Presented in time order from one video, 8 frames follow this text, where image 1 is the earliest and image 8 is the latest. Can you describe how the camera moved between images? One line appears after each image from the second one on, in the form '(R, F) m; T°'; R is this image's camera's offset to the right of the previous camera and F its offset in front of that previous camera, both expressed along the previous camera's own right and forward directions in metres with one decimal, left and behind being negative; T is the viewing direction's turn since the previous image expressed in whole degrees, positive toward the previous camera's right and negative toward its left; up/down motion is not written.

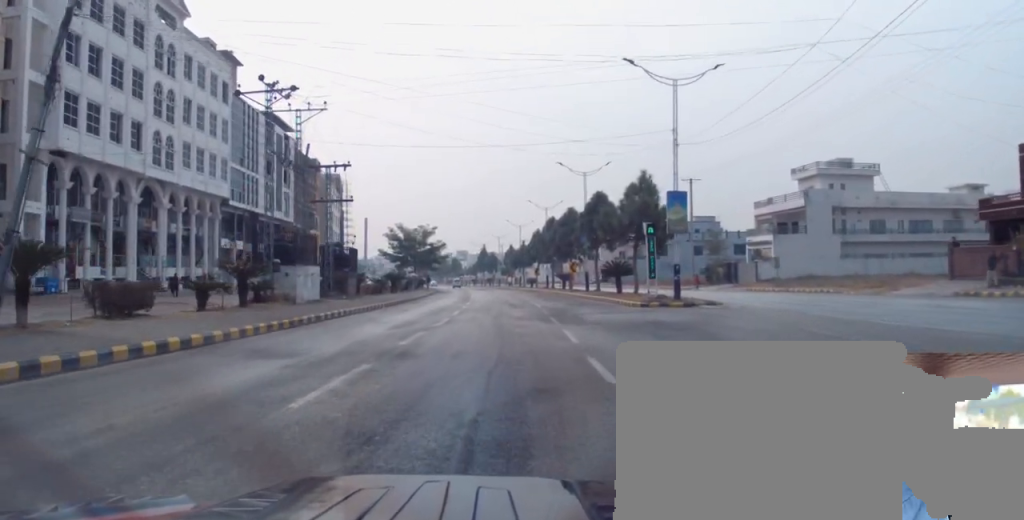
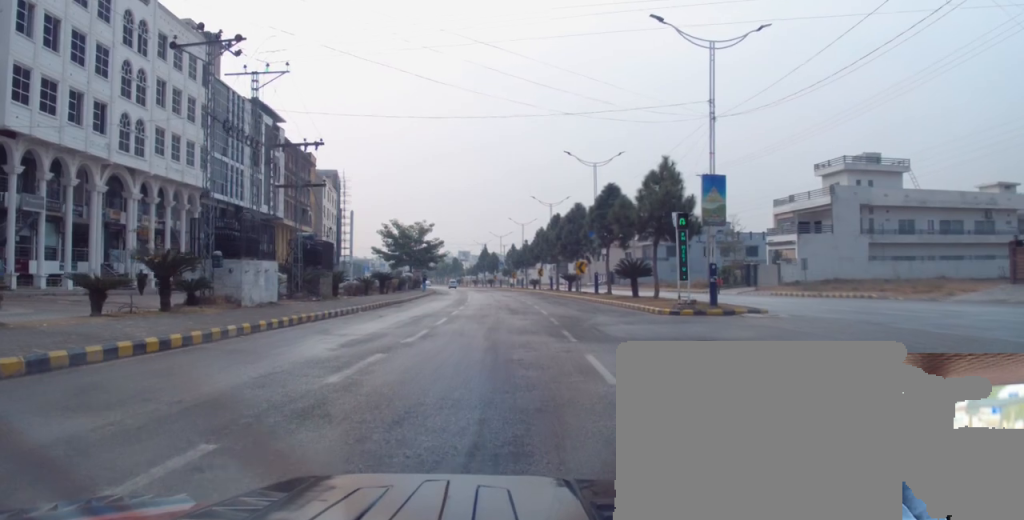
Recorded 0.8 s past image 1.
(-0.4, +5.8) m; 0°
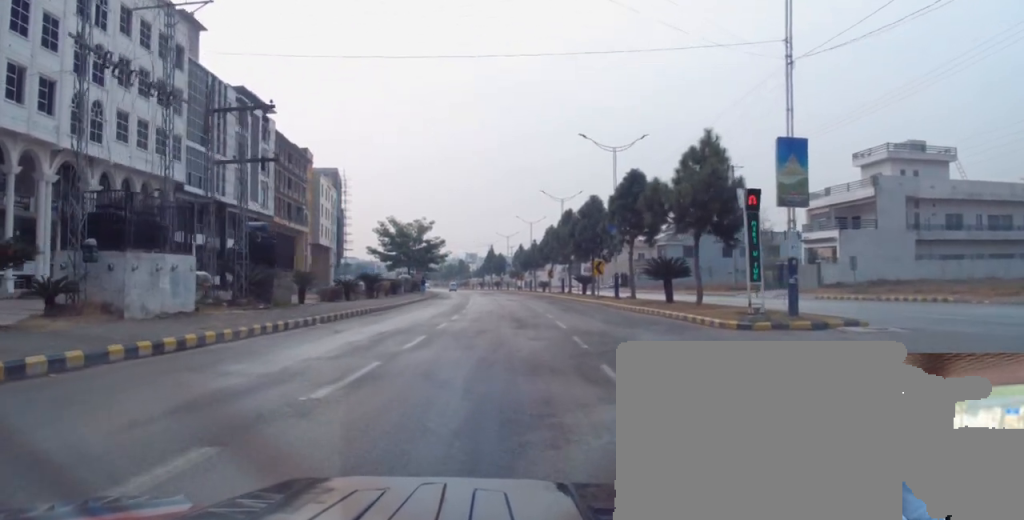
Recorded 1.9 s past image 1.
(+0.4, +7.3) m; +1°
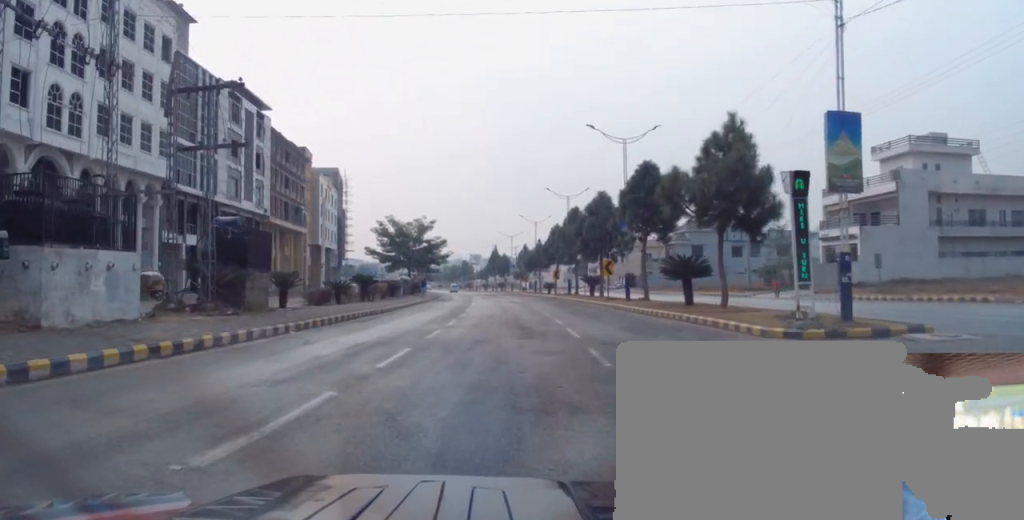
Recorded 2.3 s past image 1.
(-0.1, +3.2) m; 0°
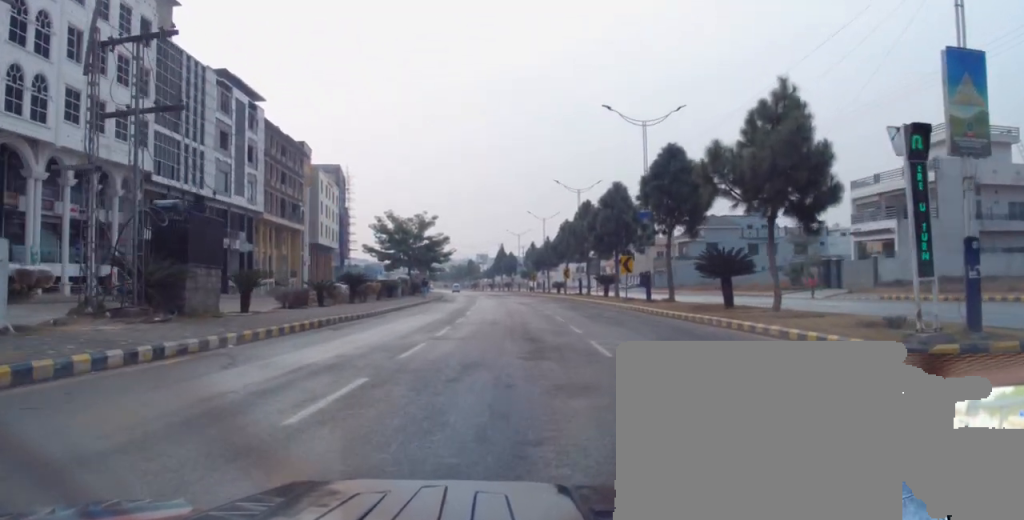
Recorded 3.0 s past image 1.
(-0.2, +4.8) m; 0°
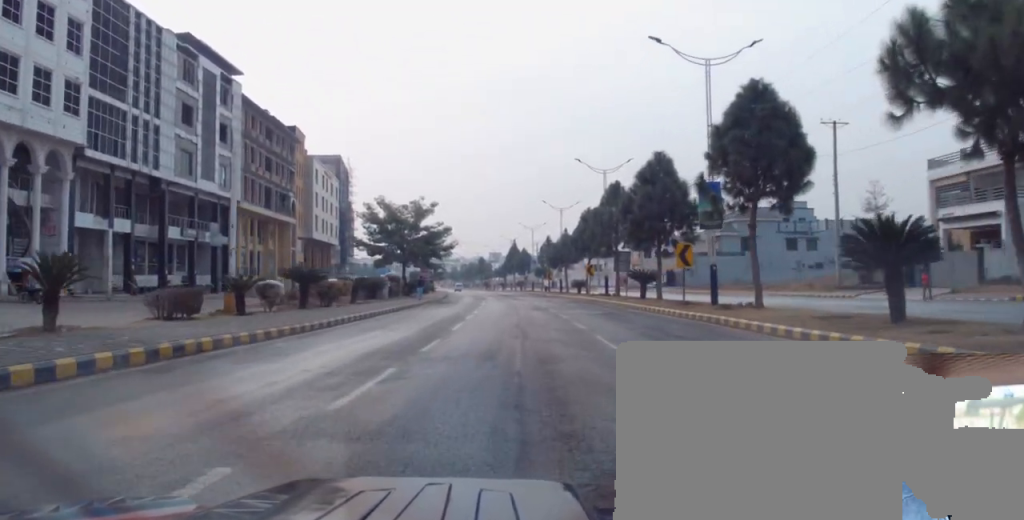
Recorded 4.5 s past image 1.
(0.0, +10.9) m; -2°
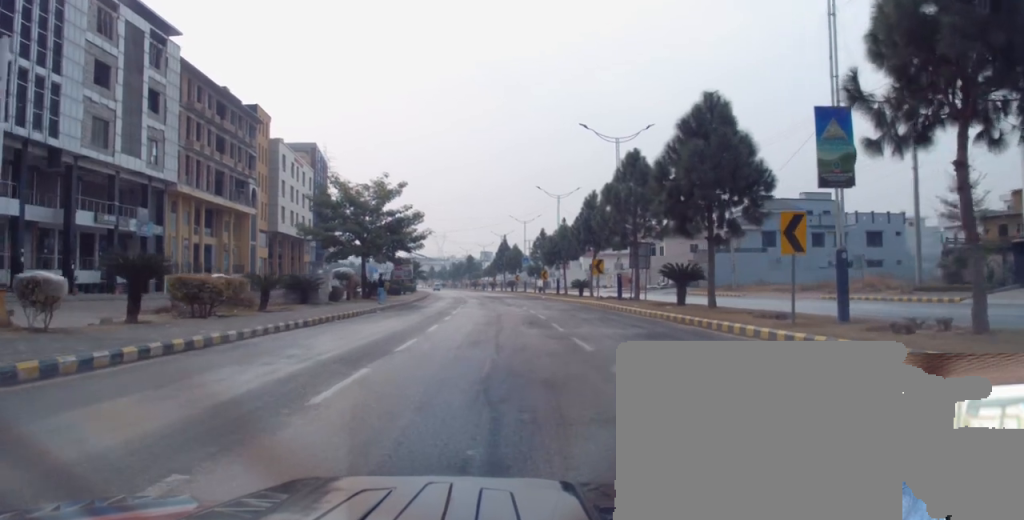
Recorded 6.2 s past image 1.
(-0.2, +12.6) m; -1°
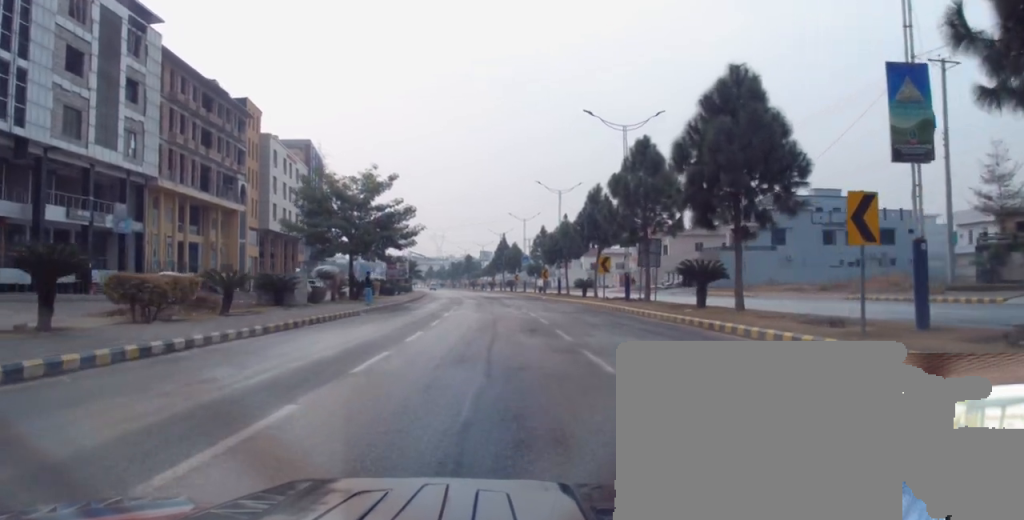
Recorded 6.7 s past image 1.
(-0.1, +3.5) m; 0°
